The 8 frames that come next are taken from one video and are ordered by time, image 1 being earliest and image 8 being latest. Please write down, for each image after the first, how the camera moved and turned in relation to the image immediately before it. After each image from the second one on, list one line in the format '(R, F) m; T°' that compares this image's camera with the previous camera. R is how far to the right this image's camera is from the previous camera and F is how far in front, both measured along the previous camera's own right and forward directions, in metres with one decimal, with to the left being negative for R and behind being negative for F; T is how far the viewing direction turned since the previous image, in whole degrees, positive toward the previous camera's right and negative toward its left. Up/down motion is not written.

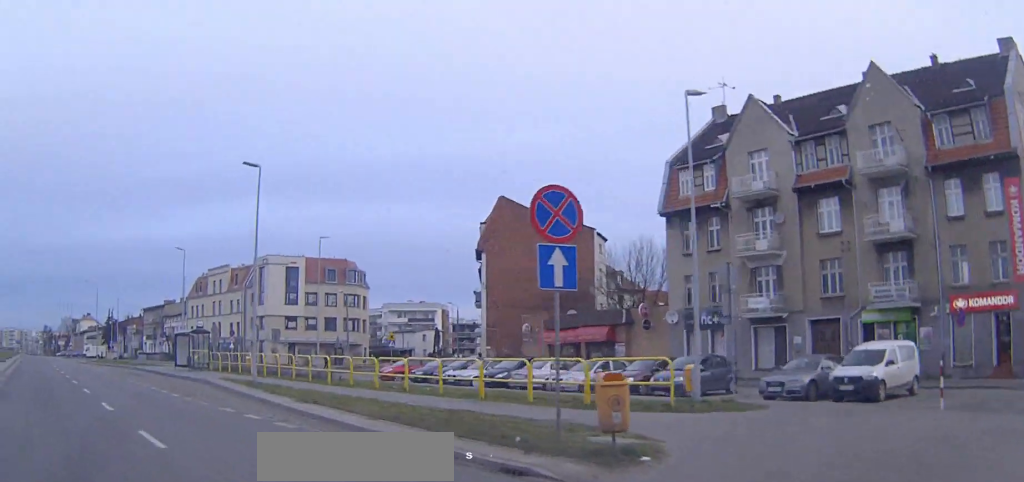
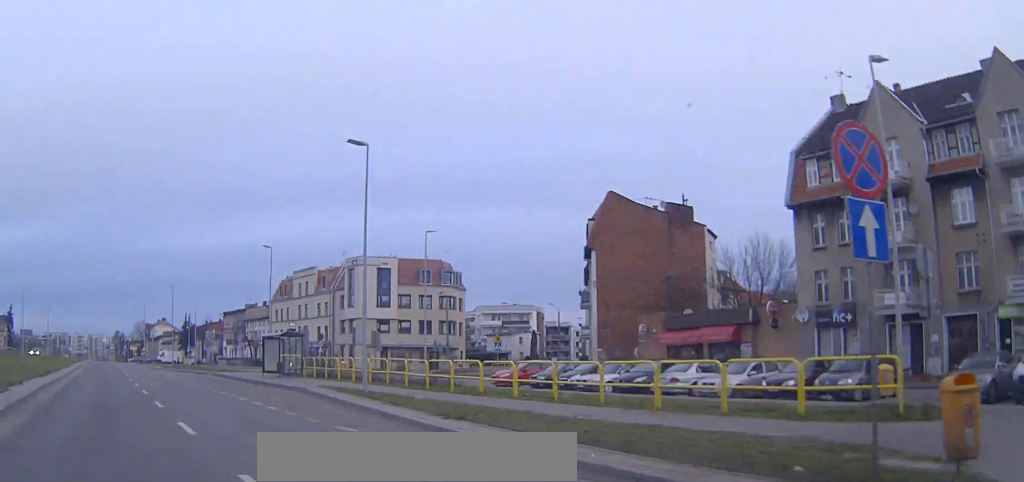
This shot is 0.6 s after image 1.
(-0.2, +3.4) m; -7°
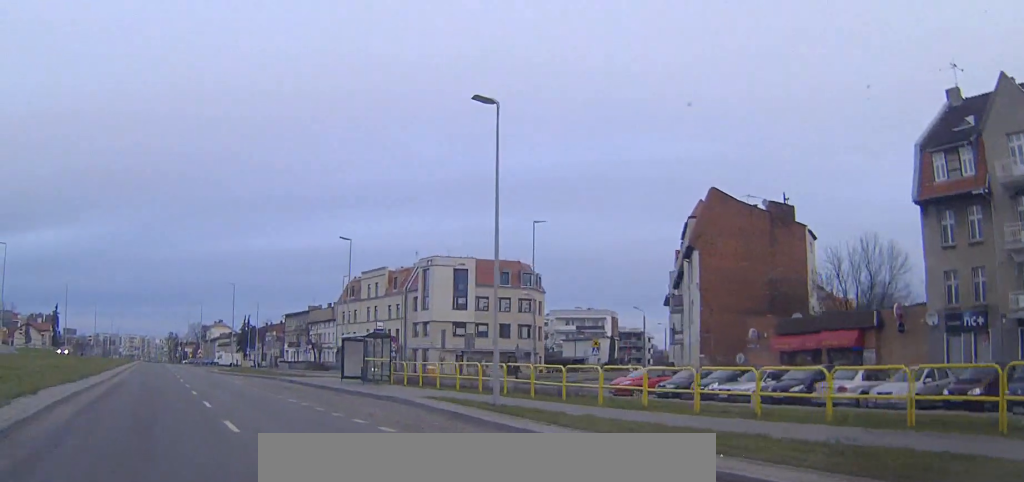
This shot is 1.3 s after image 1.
(-0.3, +4.7) m; -5°
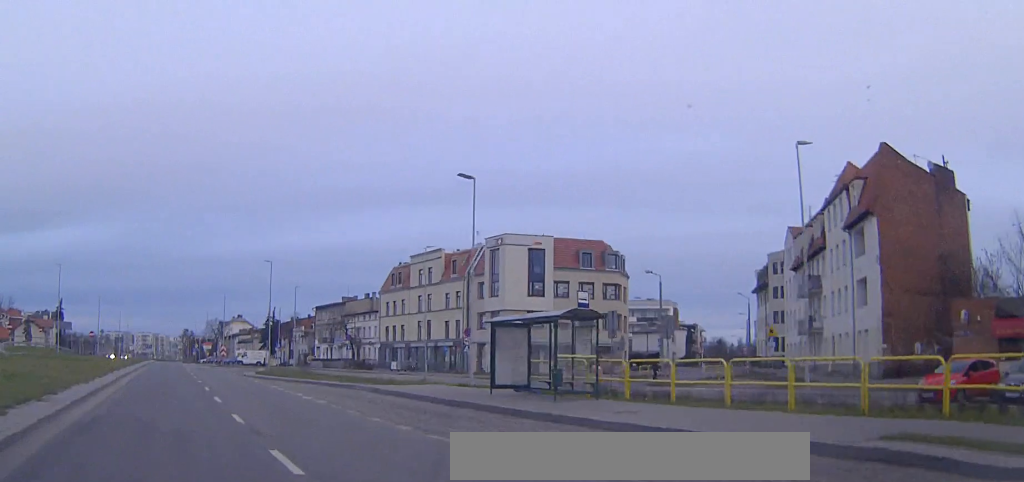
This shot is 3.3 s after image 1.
(-0.6, +15.8) m; -3°
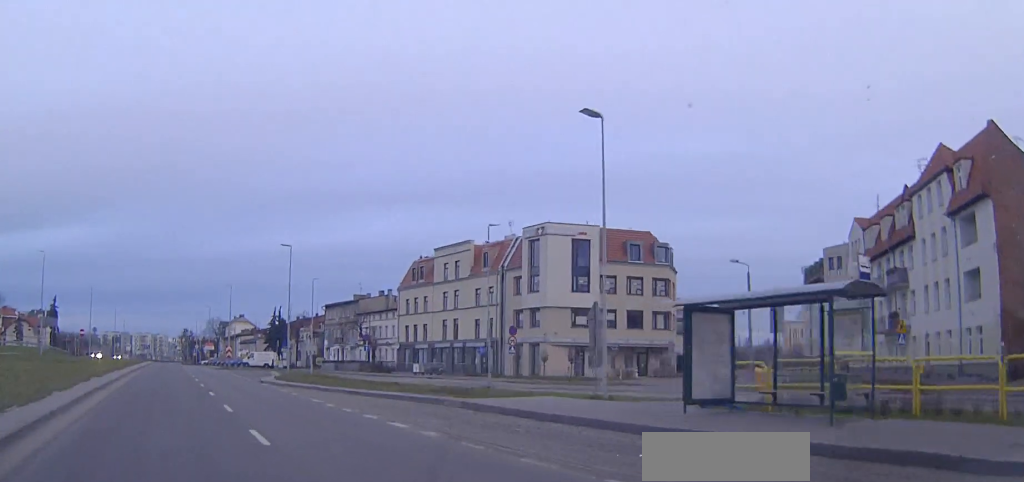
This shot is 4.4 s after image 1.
(0.0, +9.4) m; 0°
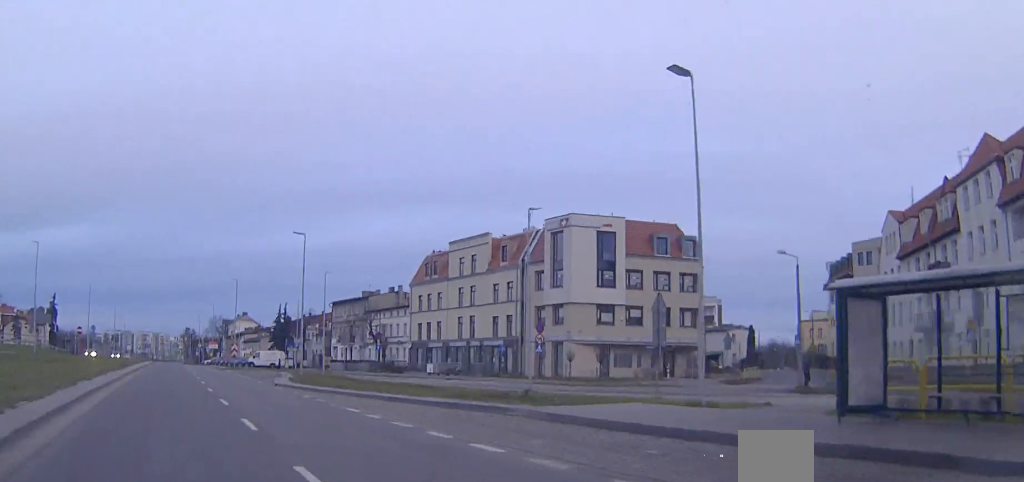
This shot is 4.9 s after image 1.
(0.0, +4.1) m; 0°
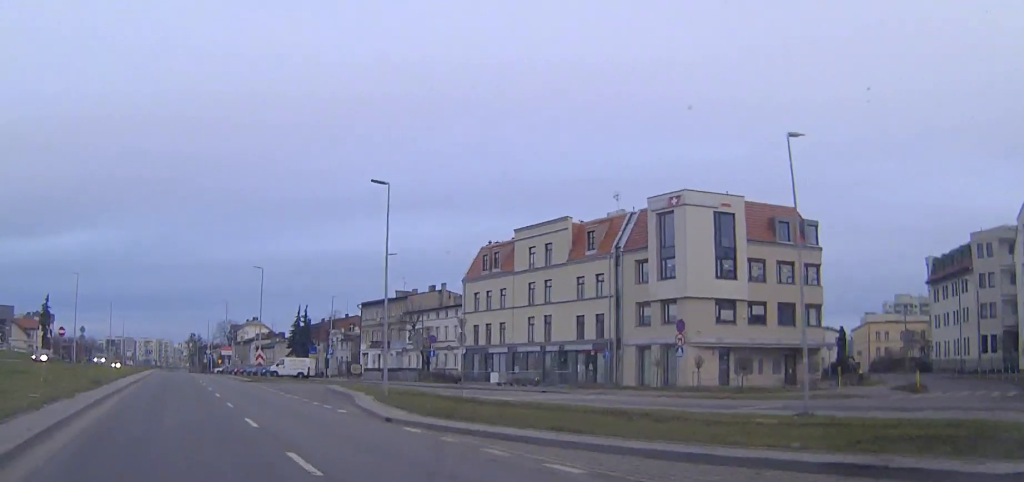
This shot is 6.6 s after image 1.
(-0.1, +15.6) m; 0°
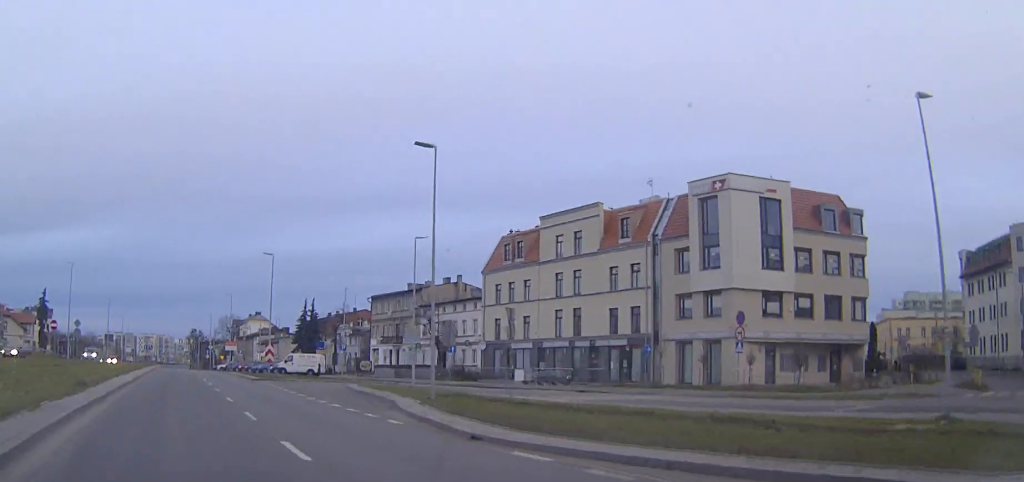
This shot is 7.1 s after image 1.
(0.0, +4.9) m; 0°
